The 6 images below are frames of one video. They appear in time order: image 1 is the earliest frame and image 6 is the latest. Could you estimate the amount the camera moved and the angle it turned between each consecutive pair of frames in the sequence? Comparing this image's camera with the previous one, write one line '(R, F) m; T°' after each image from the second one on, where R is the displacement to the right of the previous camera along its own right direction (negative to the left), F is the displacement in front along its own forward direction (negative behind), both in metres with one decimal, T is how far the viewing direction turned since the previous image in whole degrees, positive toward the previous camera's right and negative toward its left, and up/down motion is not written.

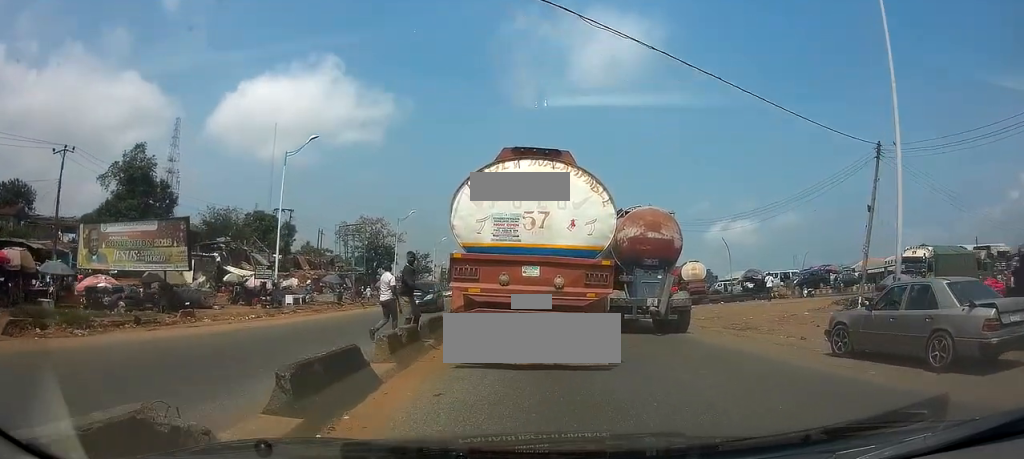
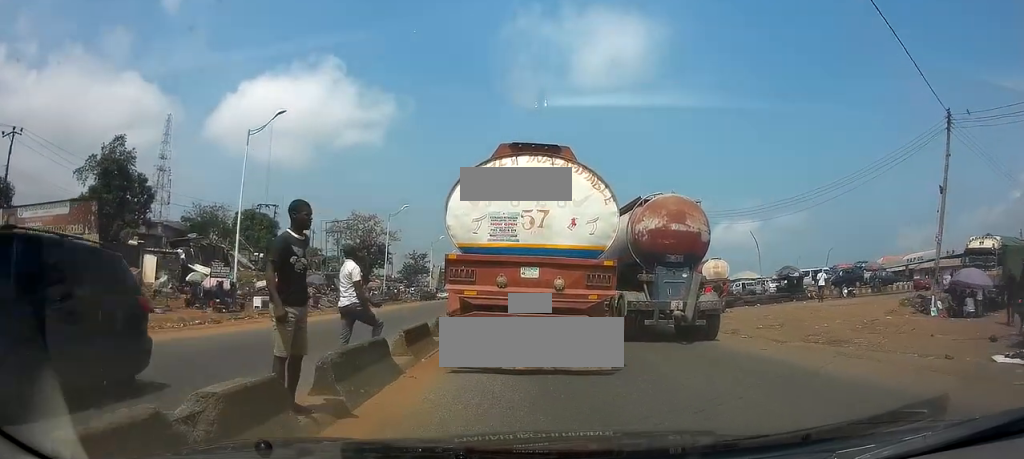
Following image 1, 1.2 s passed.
(0.0, +6.3) m; 0°
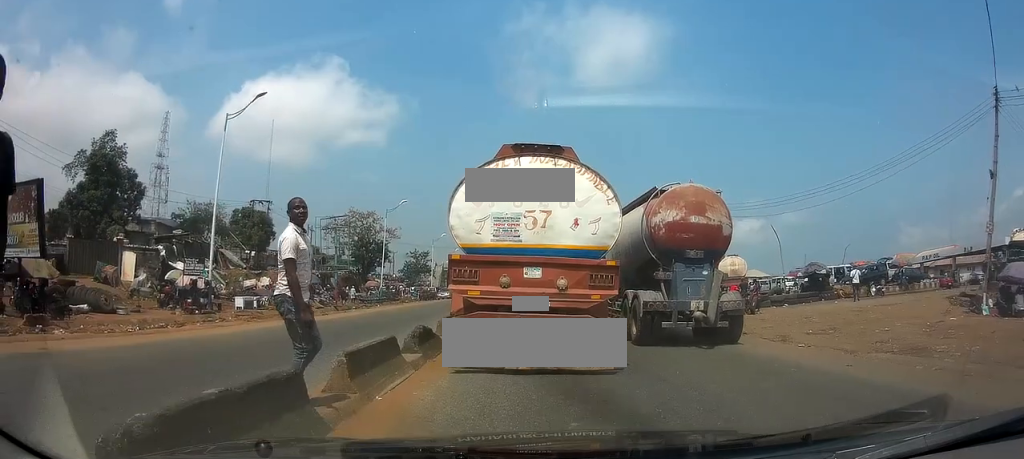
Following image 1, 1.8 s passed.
(0.0, +3.5) m; -2°
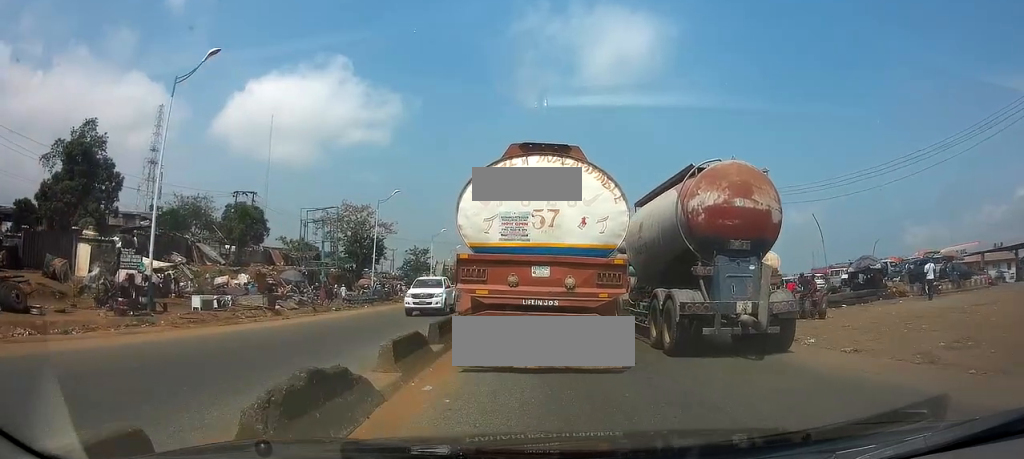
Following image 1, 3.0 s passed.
(-0.2, +6.0) m; 0°
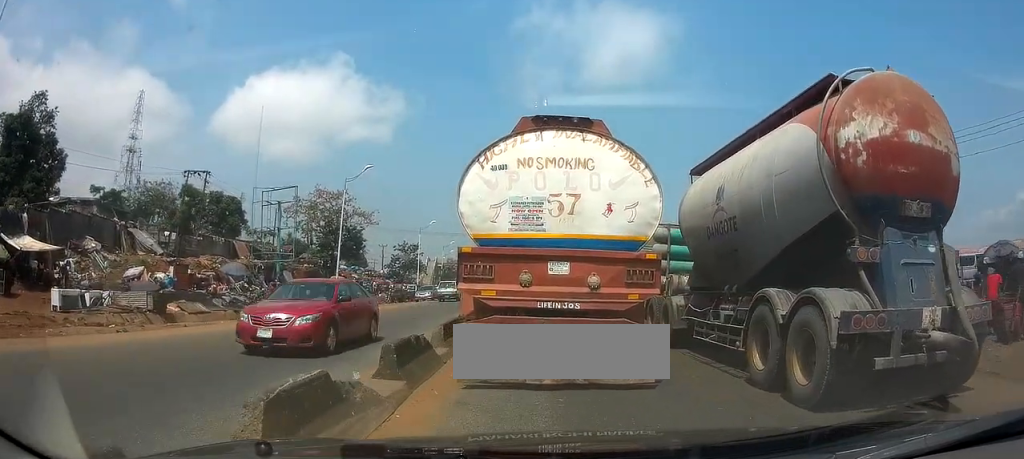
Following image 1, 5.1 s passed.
(+0.3, +11.3) m; +1°
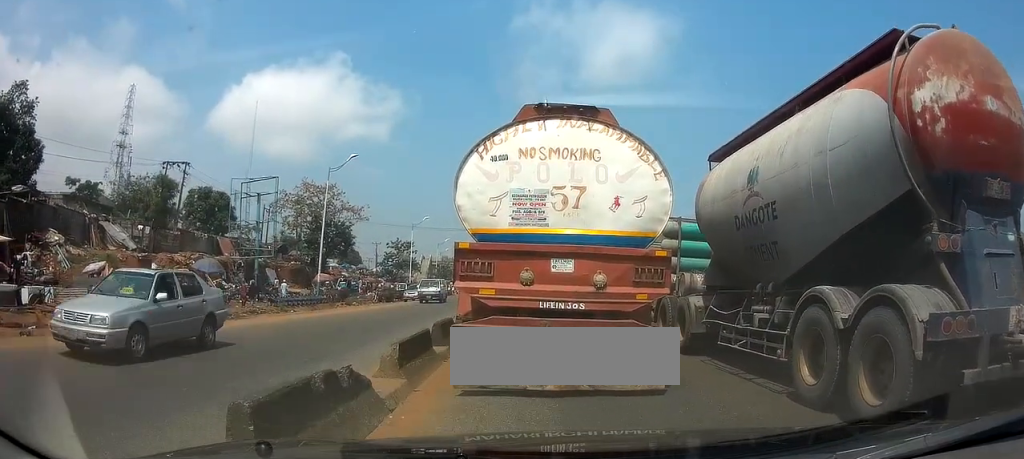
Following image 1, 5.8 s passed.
(0.0, +3.5) m; 0°
